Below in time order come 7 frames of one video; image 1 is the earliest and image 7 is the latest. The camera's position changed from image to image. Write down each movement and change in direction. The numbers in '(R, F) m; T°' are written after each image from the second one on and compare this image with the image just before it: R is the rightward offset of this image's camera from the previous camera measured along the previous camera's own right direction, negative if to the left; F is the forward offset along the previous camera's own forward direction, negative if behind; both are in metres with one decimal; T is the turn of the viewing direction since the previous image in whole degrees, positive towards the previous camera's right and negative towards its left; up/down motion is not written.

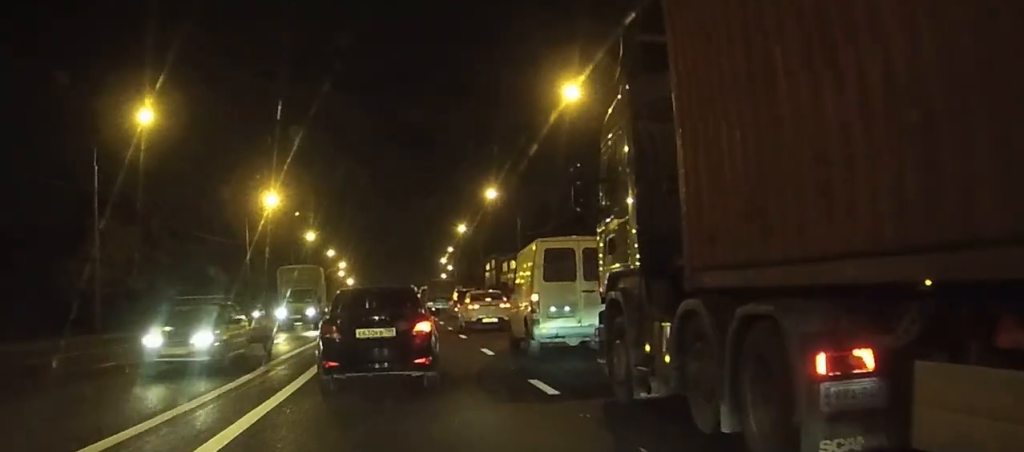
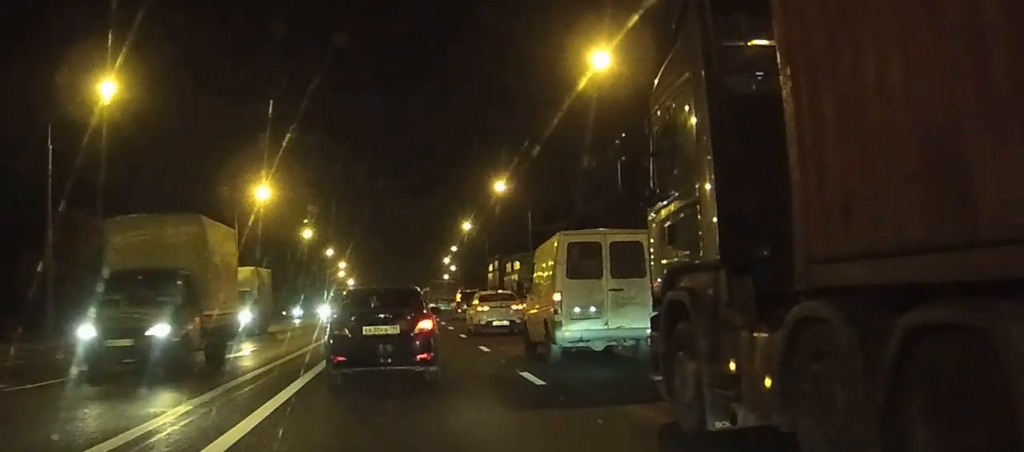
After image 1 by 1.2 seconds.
(+0.1, +6.7) m; -1°
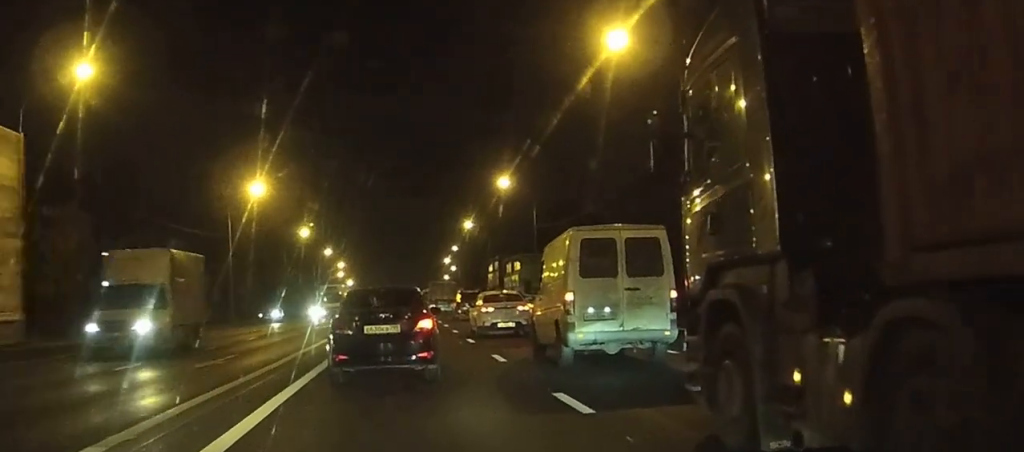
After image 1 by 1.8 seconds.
(0.0, +3.3) m; -1°
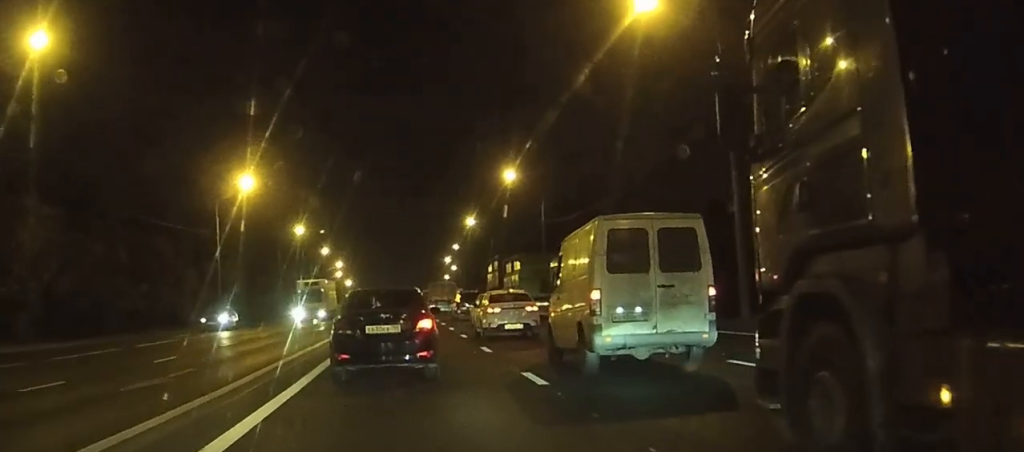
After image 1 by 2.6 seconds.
(-0.2, +4.9) m; -2°
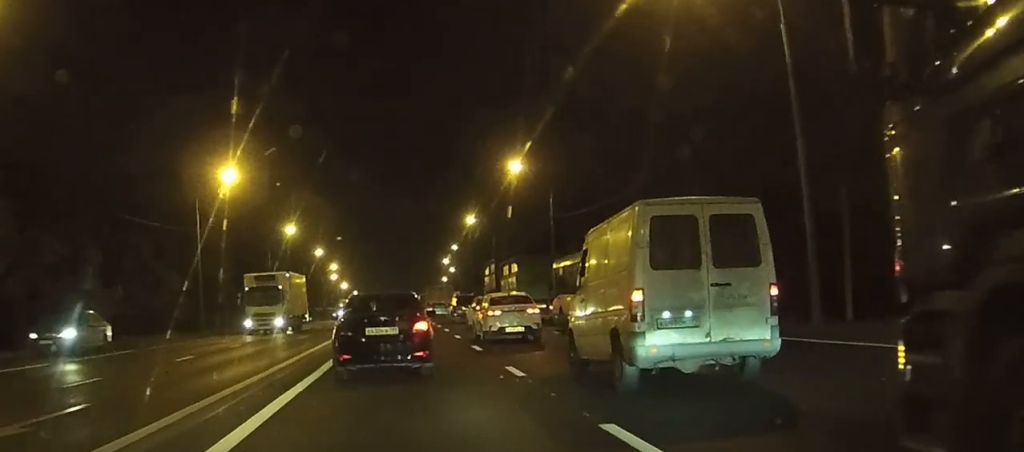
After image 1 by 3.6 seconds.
(0.0, +6.0) m; +1°
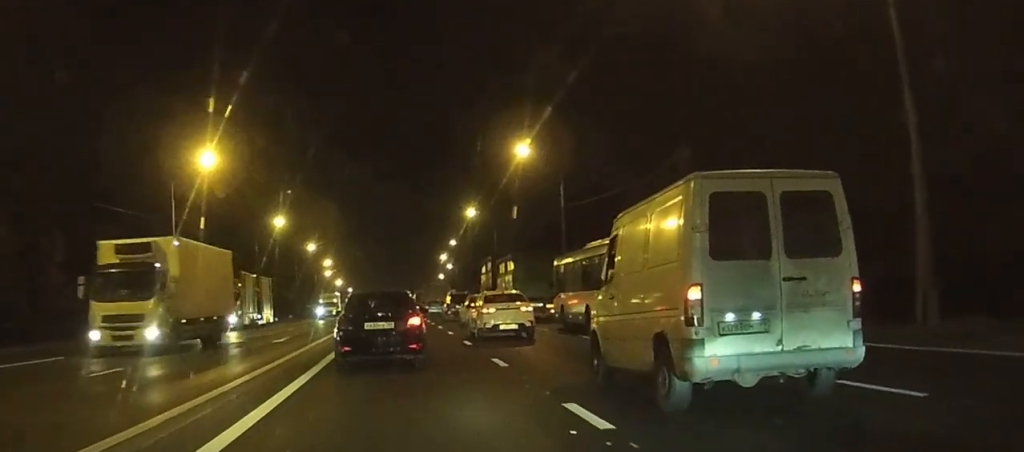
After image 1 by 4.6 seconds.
(+0.1, +6.7) m; +1°
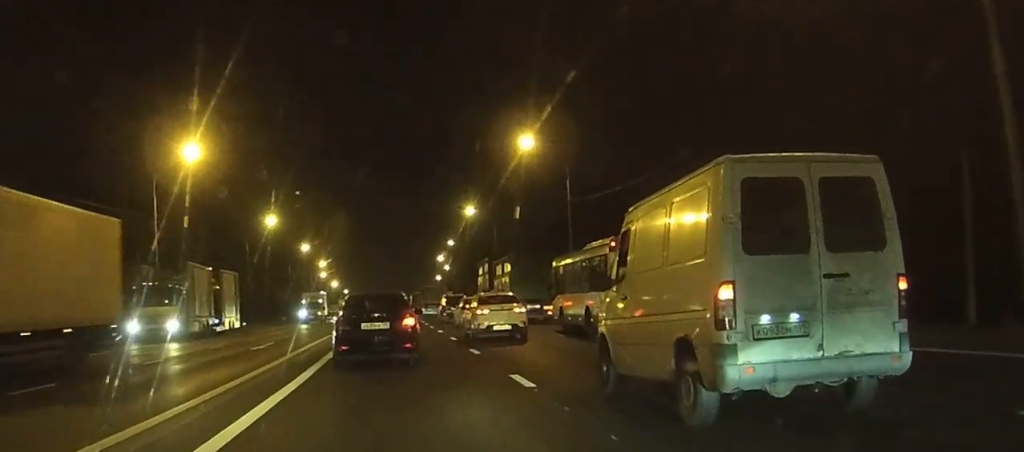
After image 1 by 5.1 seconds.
(0.0, +4.0) m; 0°
